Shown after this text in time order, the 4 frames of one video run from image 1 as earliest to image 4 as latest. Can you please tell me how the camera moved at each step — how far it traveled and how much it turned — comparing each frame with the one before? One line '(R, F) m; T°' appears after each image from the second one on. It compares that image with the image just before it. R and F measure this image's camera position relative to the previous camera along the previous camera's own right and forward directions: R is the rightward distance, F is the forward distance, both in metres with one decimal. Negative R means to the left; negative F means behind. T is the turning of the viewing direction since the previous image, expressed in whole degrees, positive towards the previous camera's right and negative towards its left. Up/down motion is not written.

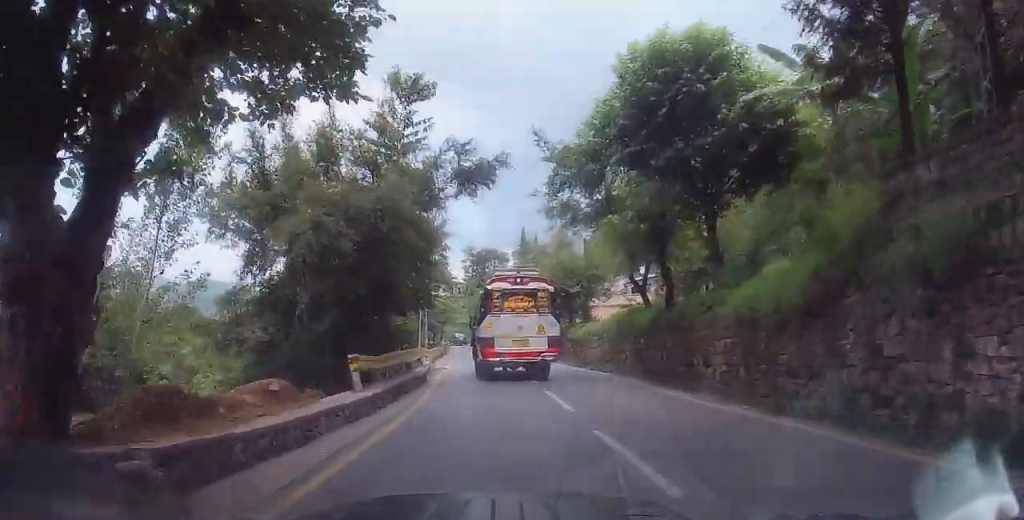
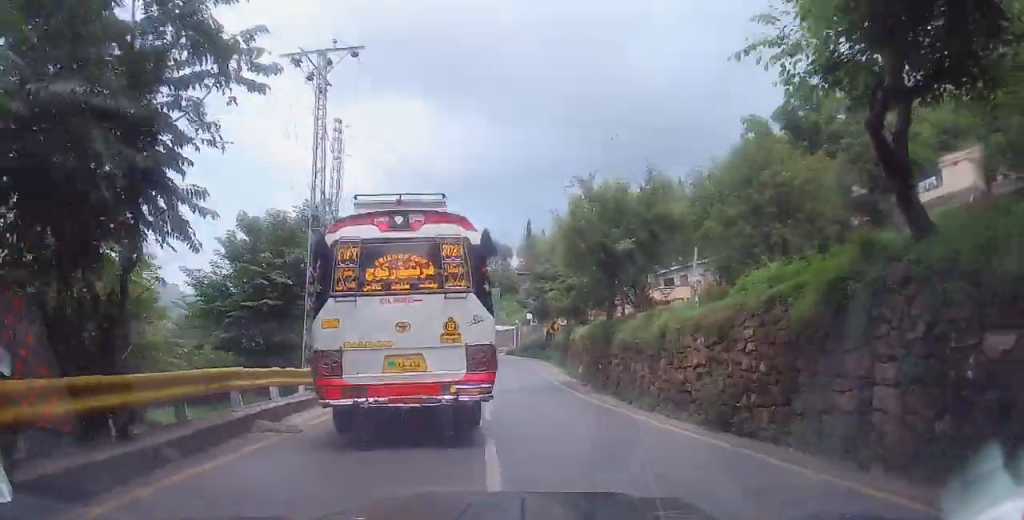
(+1.0, +18.1) m; +5°
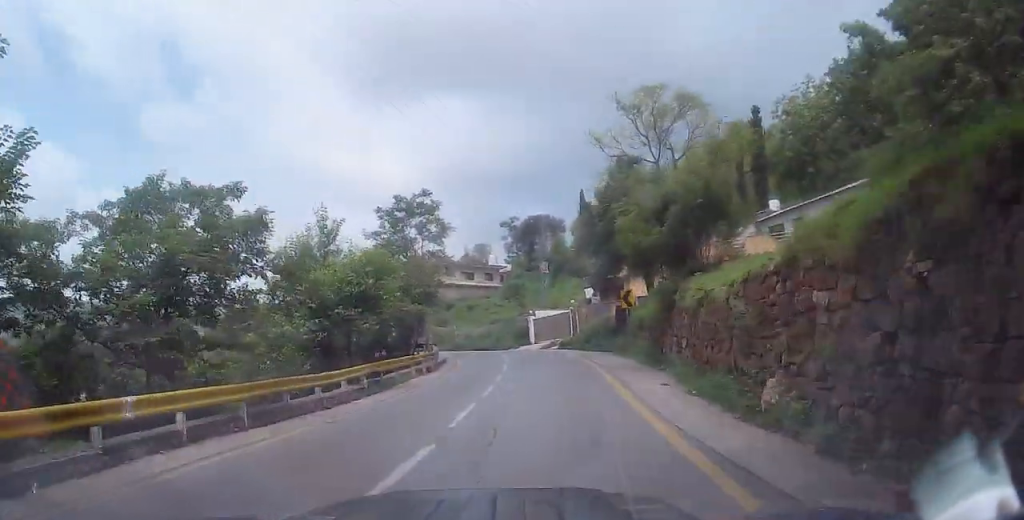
(-1.6, +19.1) m; -9°
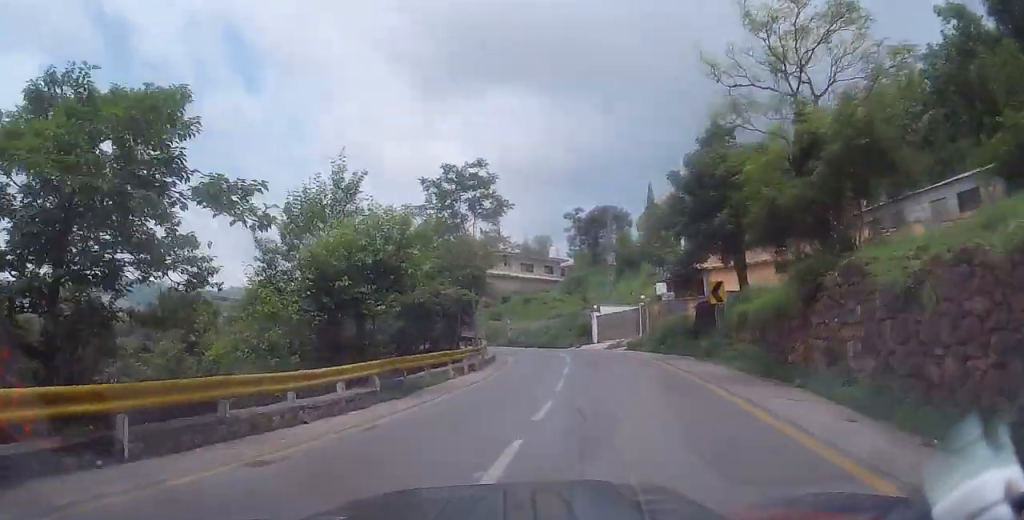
(-0.2, +5.6) m; -2°
